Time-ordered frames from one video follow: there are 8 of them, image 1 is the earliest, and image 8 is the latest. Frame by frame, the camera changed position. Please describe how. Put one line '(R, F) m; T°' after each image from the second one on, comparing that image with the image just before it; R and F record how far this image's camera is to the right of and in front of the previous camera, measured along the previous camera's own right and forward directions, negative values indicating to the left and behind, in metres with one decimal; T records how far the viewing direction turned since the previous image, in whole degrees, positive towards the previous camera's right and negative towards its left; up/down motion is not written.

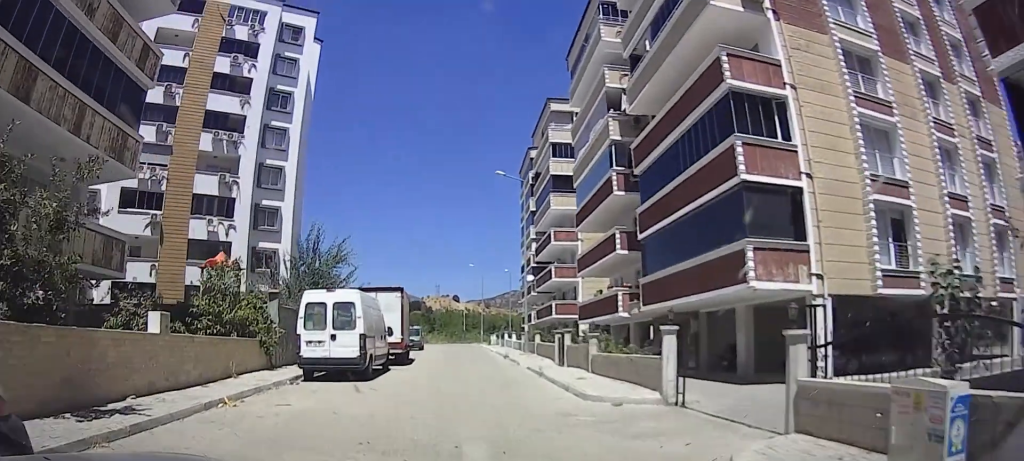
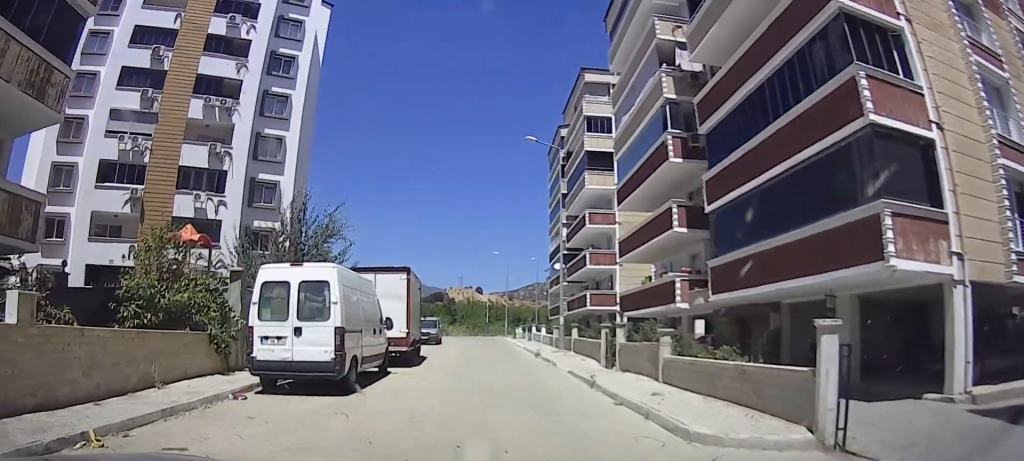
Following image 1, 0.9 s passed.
(-0.5, +5.1) m; +4°
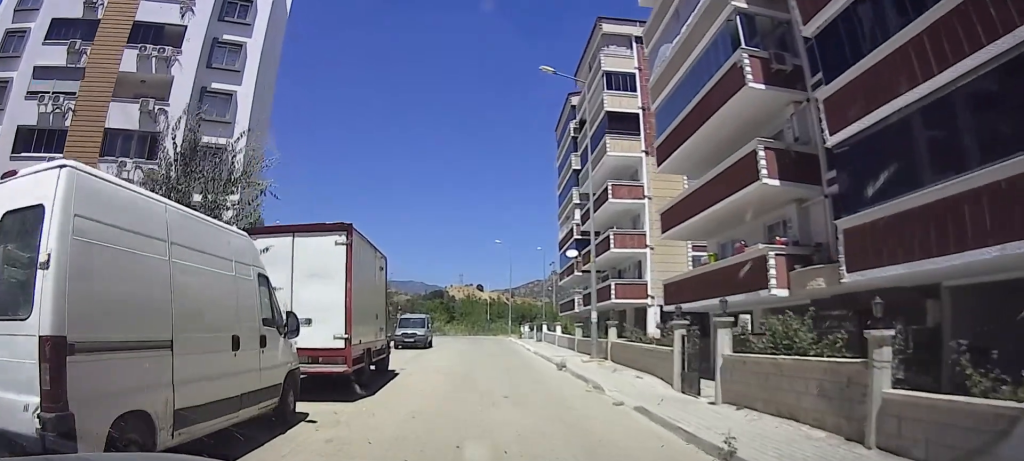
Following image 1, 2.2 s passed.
(+0.9, +7.4) m; +3°
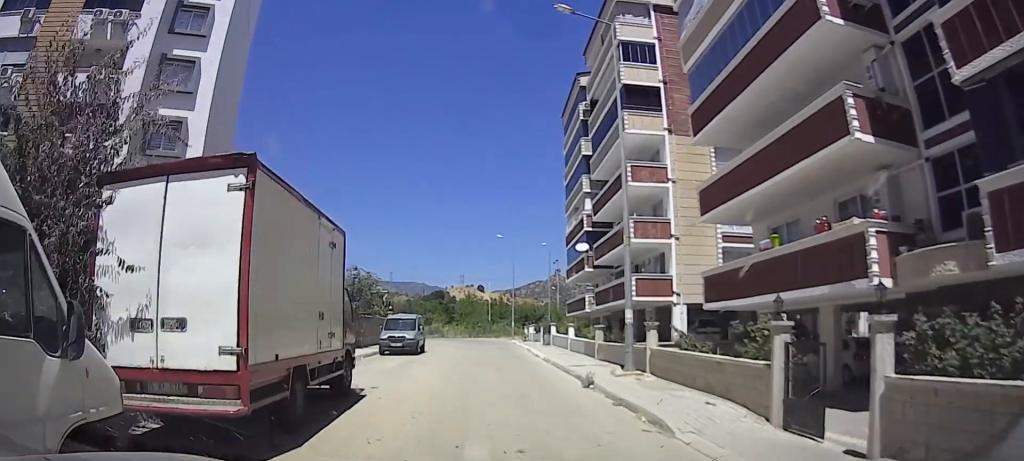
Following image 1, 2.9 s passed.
(-0.4, +2.7) m; 0°
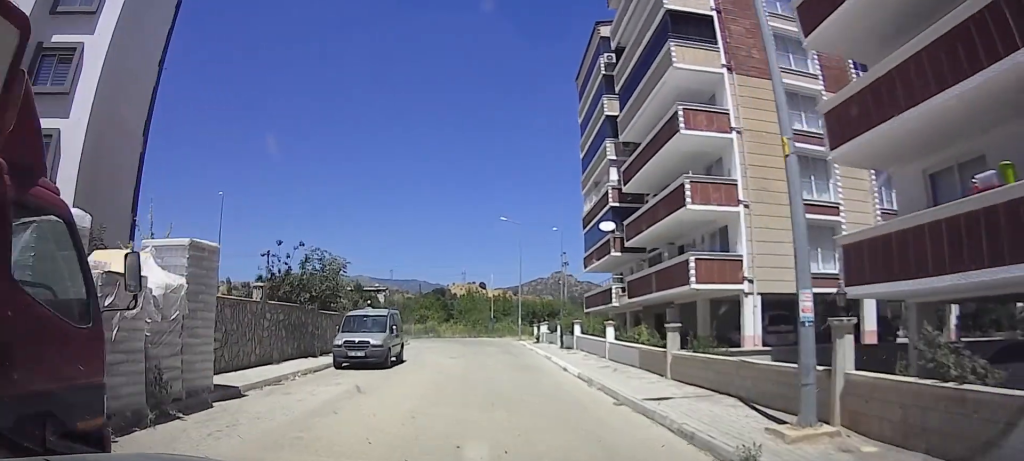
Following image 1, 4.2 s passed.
(+0.5, +7.6) m; -1°
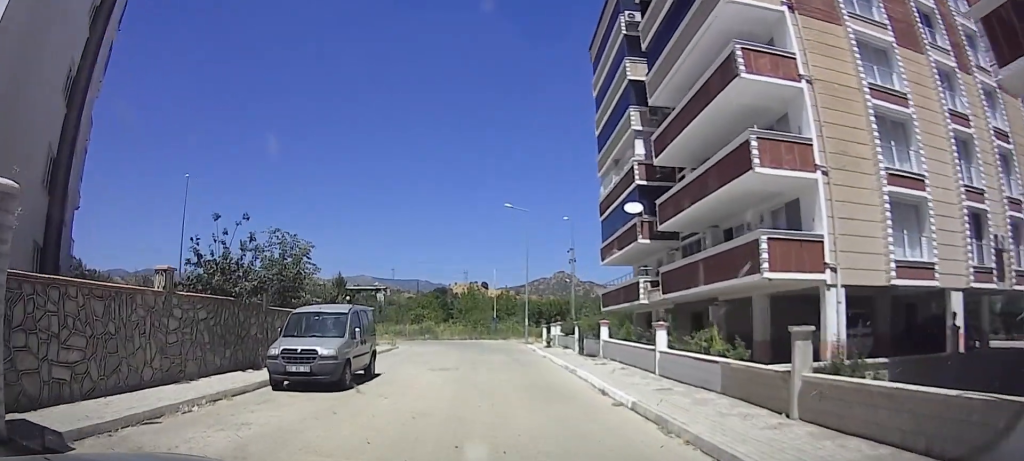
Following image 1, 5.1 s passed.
(-0.3, +5.7) m; -5°
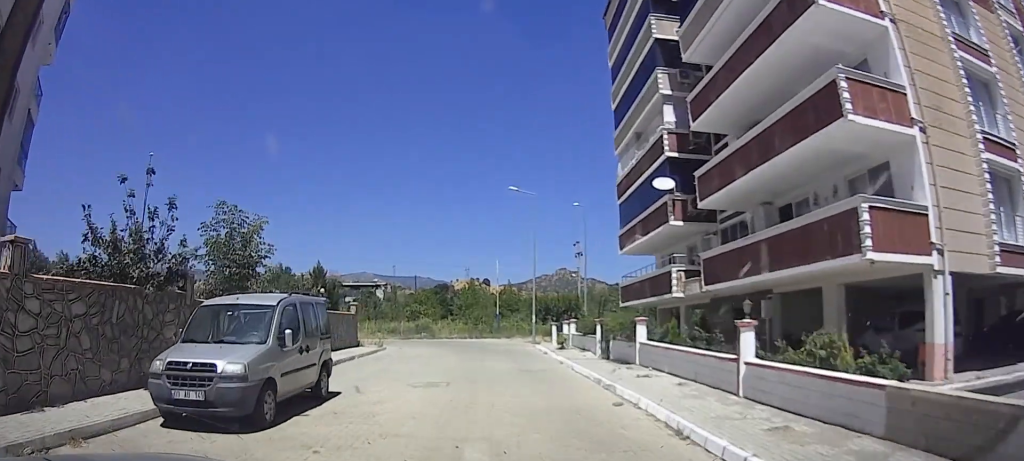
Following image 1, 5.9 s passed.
(+0.1, +5.3) m; -4°
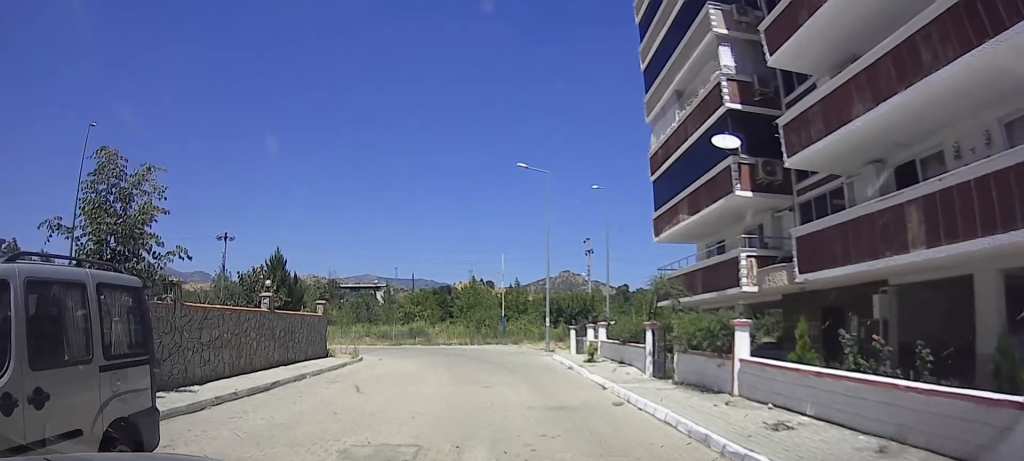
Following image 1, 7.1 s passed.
(-0.5, +7.0) m; +1°
